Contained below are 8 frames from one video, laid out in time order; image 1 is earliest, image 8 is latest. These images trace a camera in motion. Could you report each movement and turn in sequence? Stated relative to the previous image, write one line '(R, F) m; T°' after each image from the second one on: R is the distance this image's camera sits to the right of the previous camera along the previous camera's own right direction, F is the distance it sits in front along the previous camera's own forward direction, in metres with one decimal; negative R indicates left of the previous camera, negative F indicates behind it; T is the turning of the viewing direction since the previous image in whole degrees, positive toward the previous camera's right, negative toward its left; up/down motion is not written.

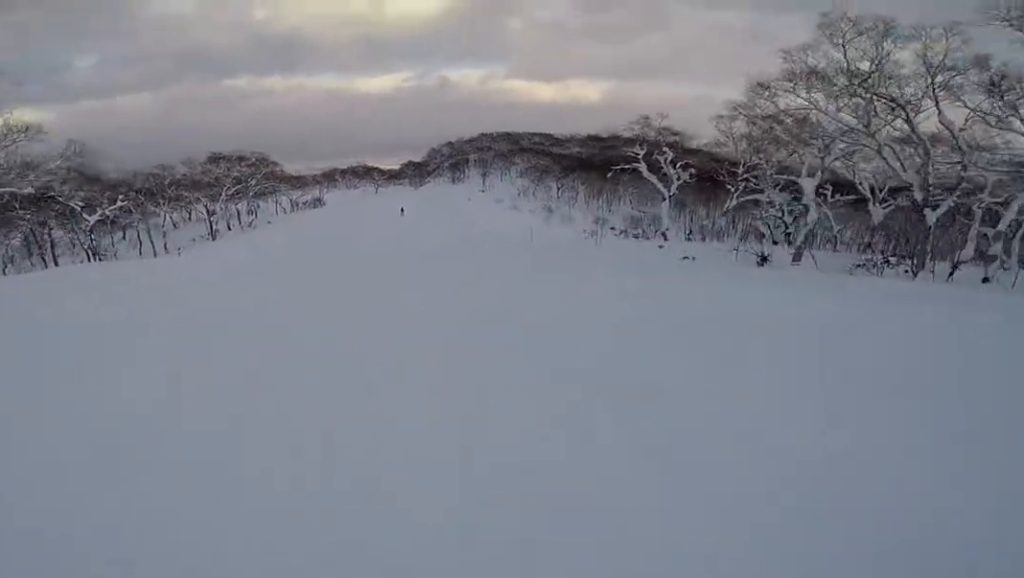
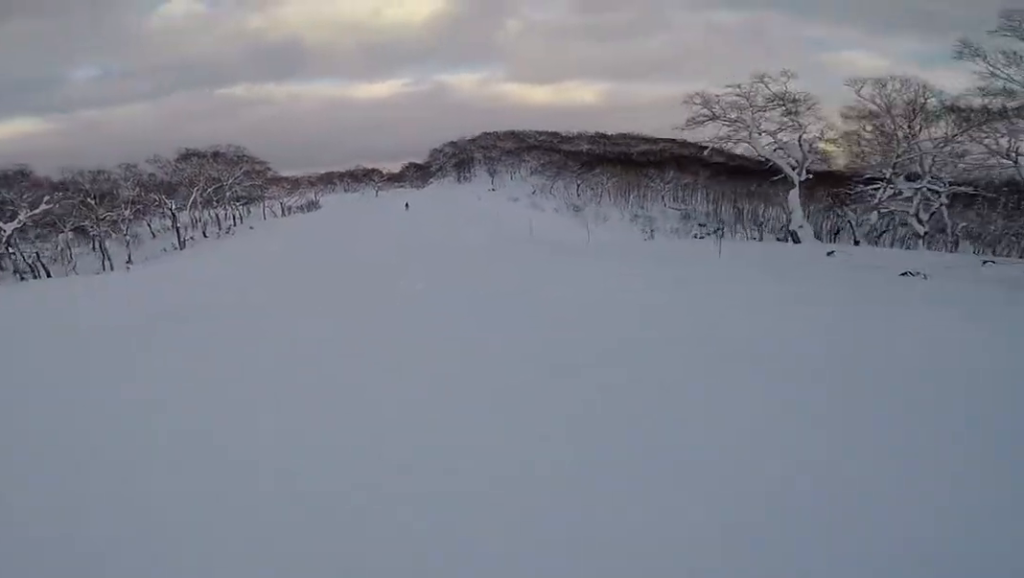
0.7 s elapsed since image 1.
(+1.0, +10.4) m; 0°
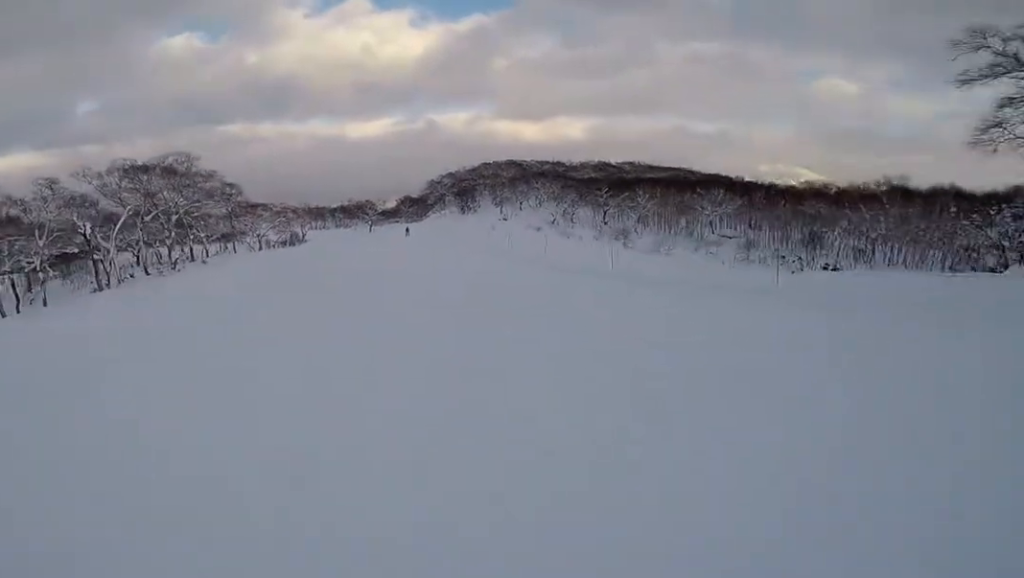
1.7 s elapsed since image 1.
(-1.0, +14.3) m; 0°
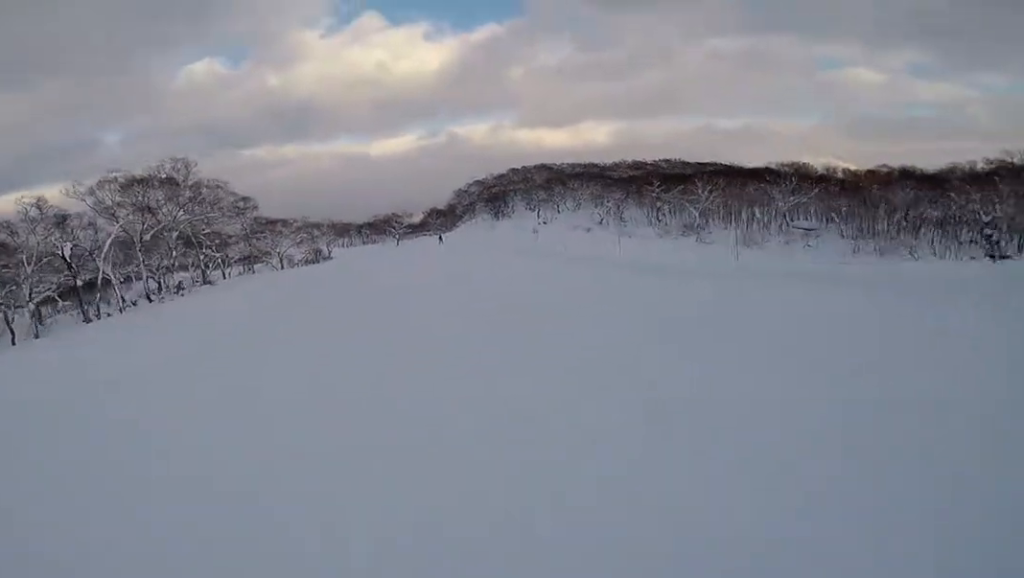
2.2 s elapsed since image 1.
(+0.3, +6.6) m; 0°
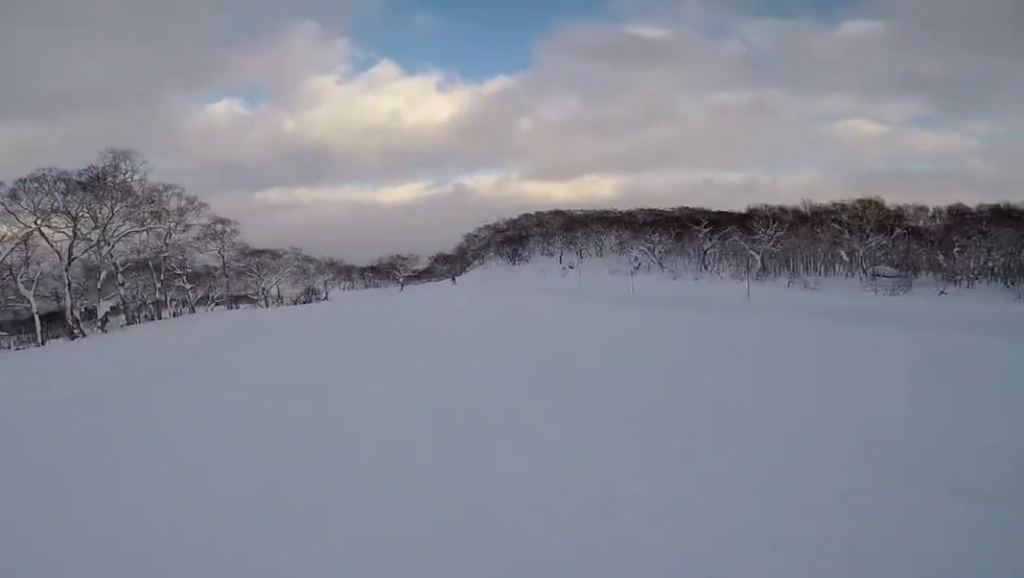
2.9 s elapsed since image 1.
(+0.8, +10.0) m; 0°
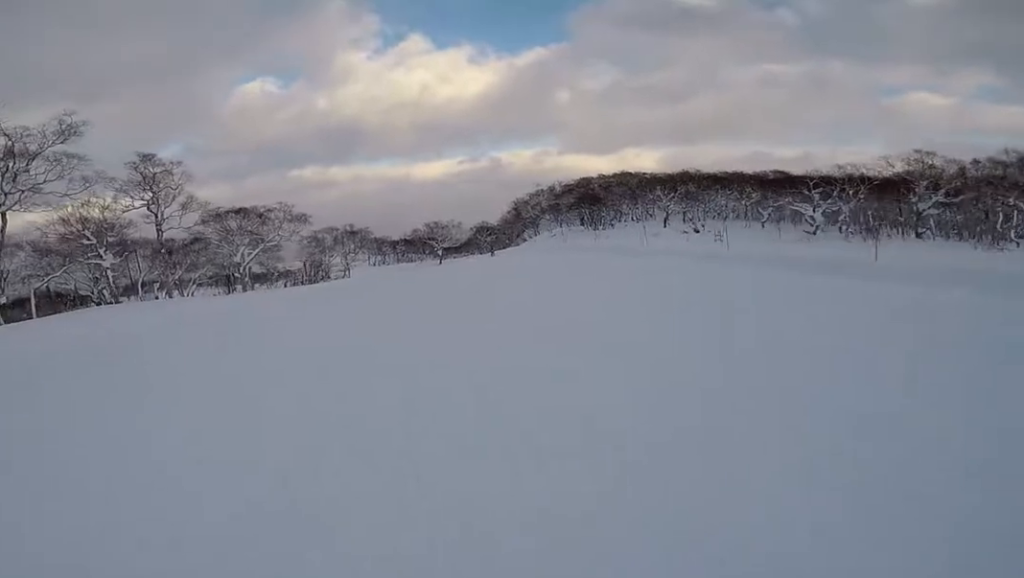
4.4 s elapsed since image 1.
(-2.4, +20.1) m; -5°
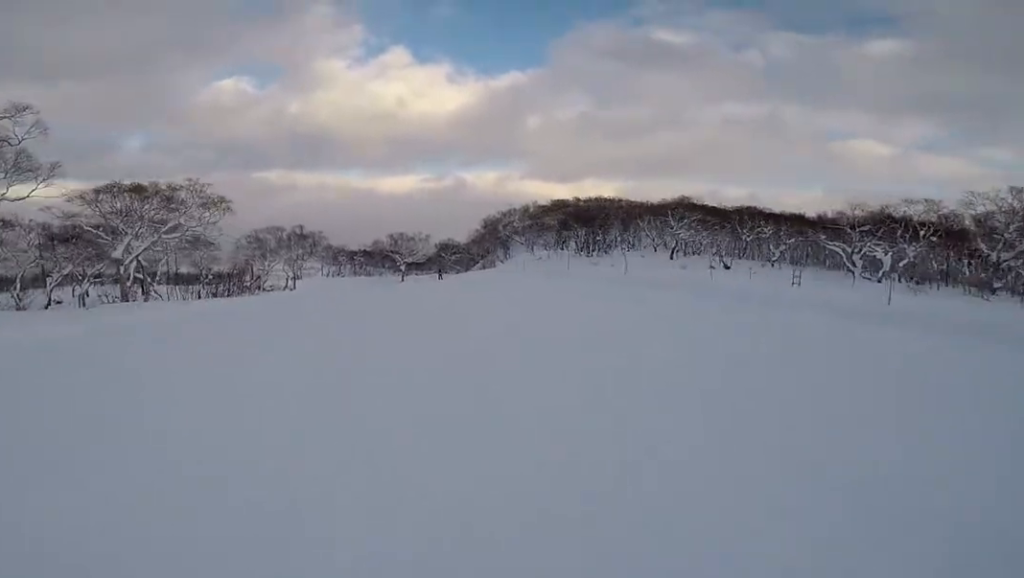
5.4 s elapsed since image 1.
(+0.5, +11.6) m; +1°
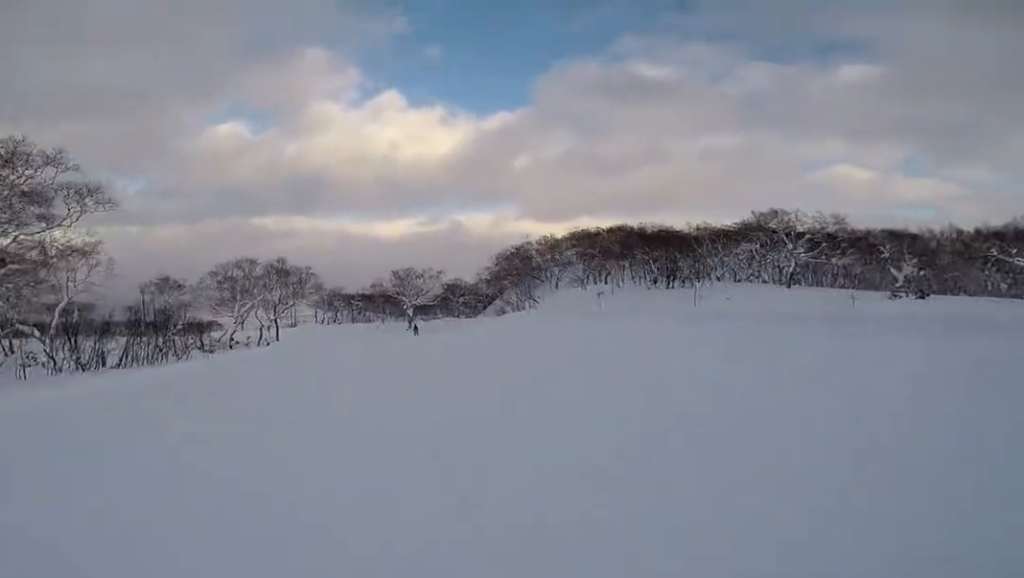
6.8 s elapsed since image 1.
(-1.0, +15.1) m; -6°
